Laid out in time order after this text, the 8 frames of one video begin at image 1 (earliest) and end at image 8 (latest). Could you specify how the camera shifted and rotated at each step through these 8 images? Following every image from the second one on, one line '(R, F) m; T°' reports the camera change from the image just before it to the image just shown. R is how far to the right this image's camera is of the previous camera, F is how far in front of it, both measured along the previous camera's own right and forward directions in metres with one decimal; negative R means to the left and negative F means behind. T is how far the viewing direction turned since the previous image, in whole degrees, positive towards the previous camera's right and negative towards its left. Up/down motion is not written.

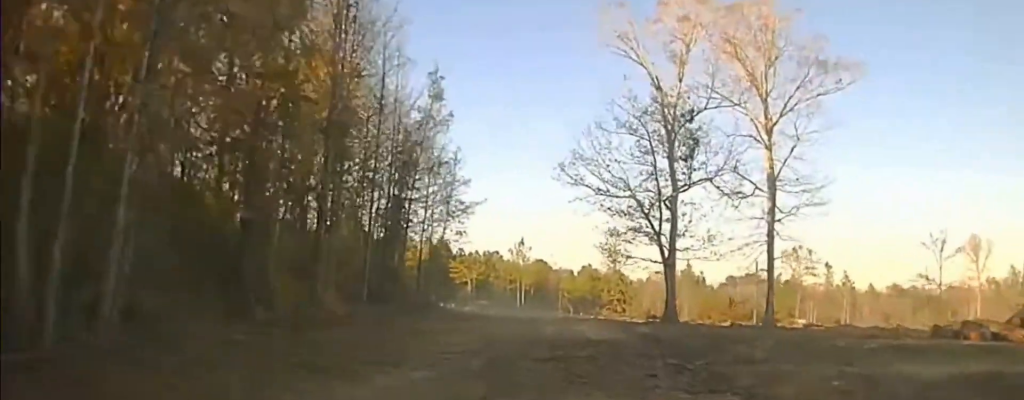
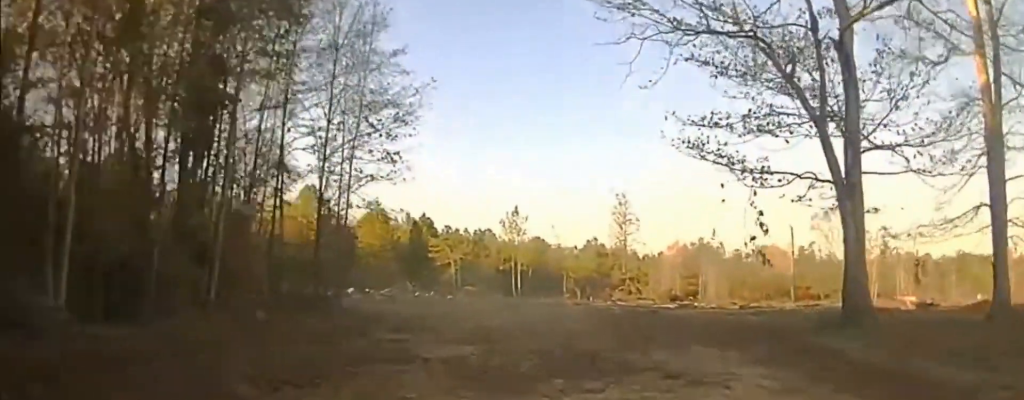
(-1.0, +28.7) m; -2°
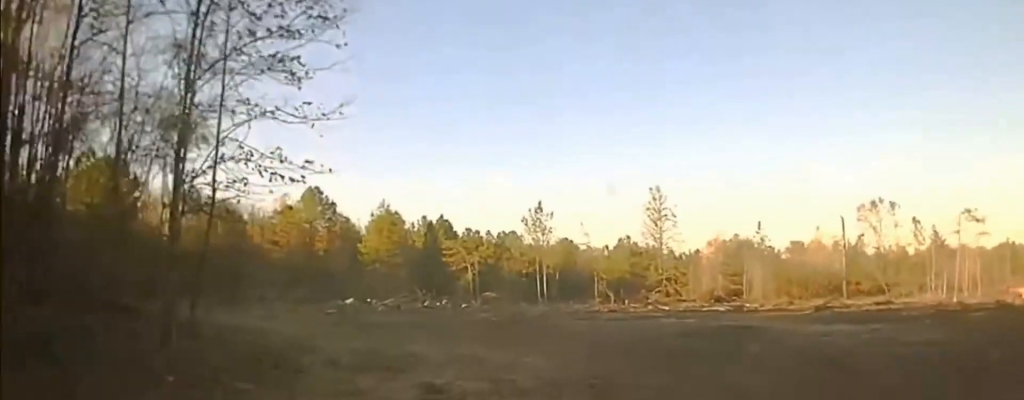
(+0.1, +13.7) m; -1°
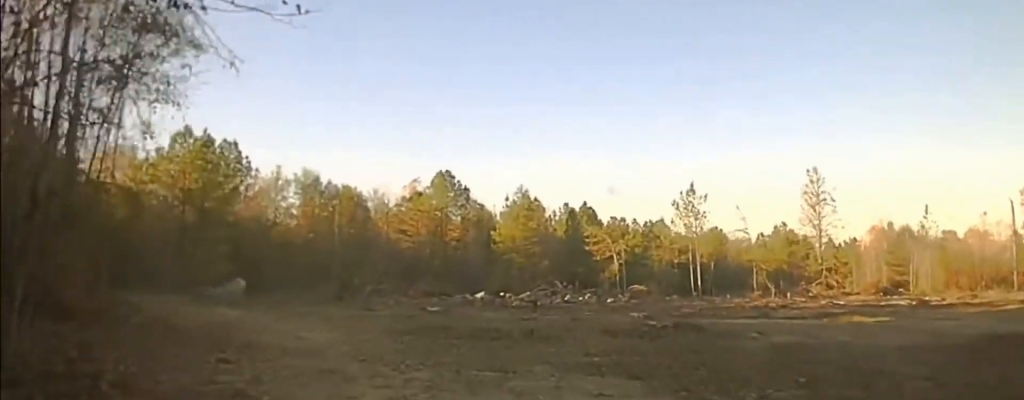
(-0.4, +10.6) m; -10°
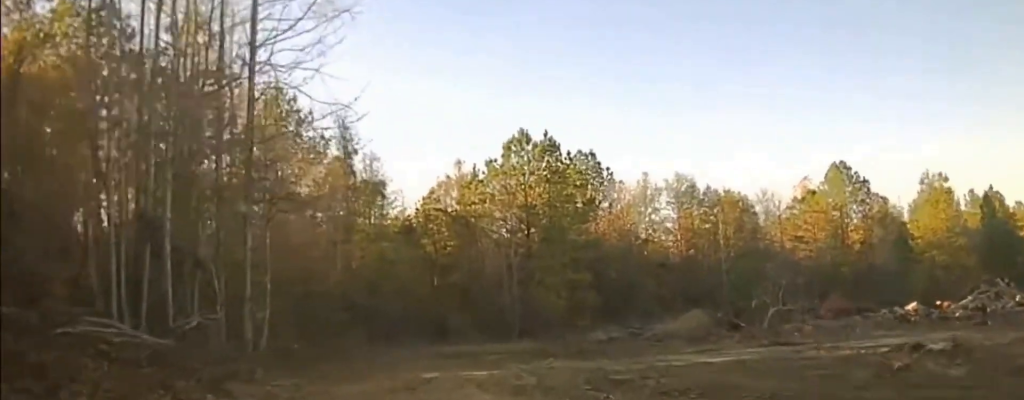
(-4.1, +15.8) m; -24°
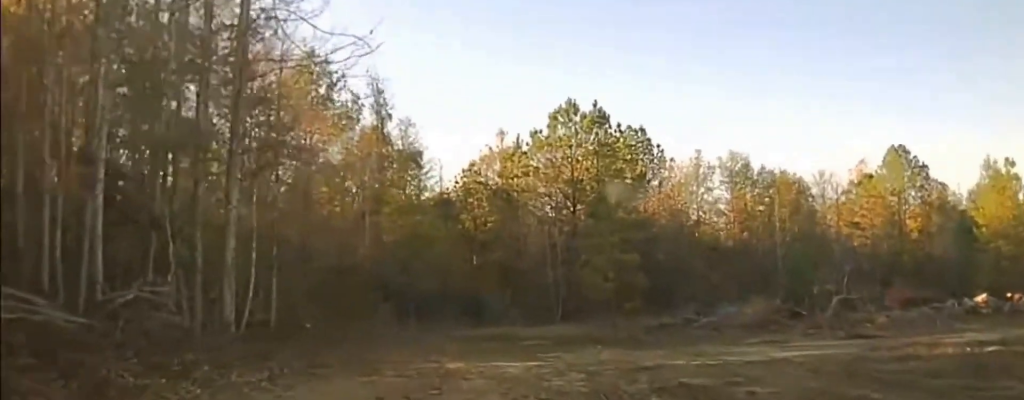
(-0.2, +4.1) m; -4°
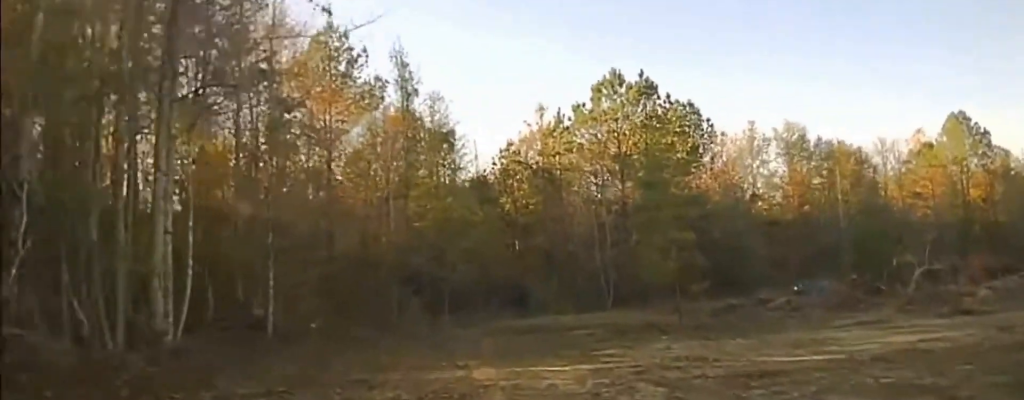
(-0.2, +6.1) m; -3°
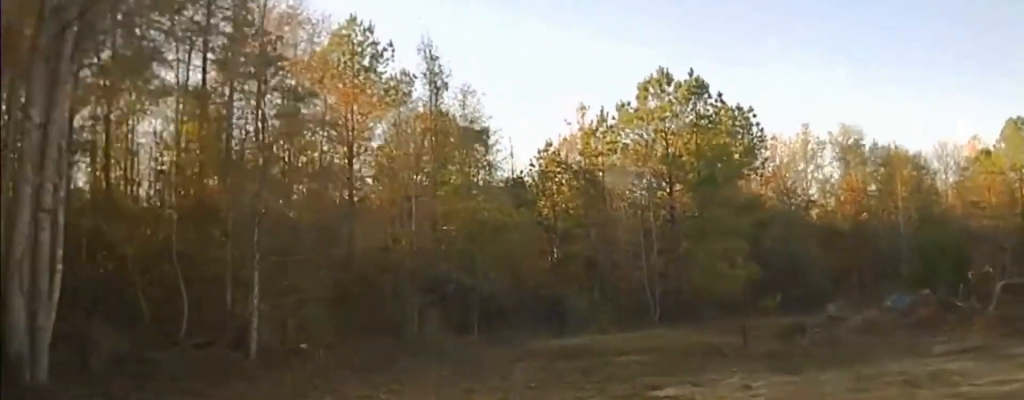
(0.0, +5.3) m; -2°
